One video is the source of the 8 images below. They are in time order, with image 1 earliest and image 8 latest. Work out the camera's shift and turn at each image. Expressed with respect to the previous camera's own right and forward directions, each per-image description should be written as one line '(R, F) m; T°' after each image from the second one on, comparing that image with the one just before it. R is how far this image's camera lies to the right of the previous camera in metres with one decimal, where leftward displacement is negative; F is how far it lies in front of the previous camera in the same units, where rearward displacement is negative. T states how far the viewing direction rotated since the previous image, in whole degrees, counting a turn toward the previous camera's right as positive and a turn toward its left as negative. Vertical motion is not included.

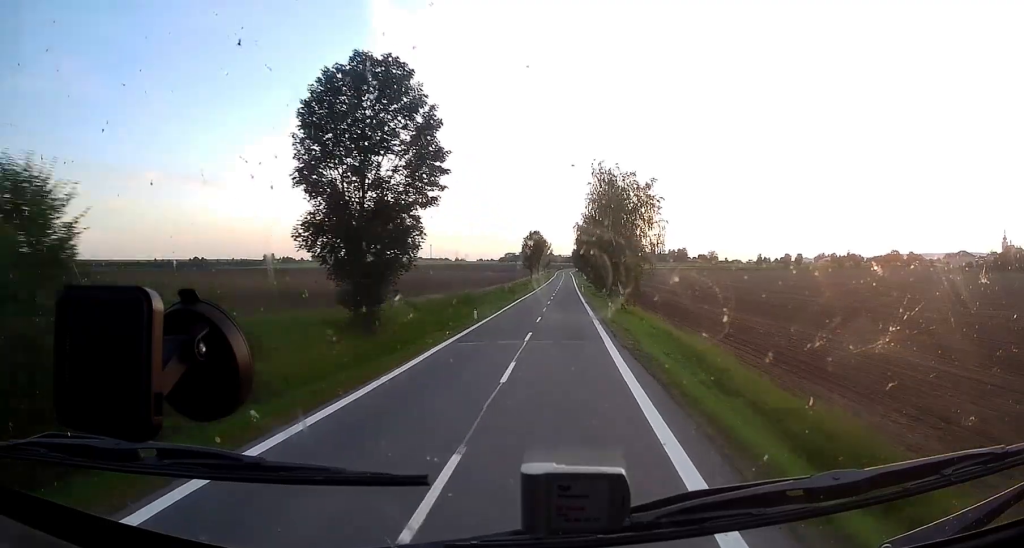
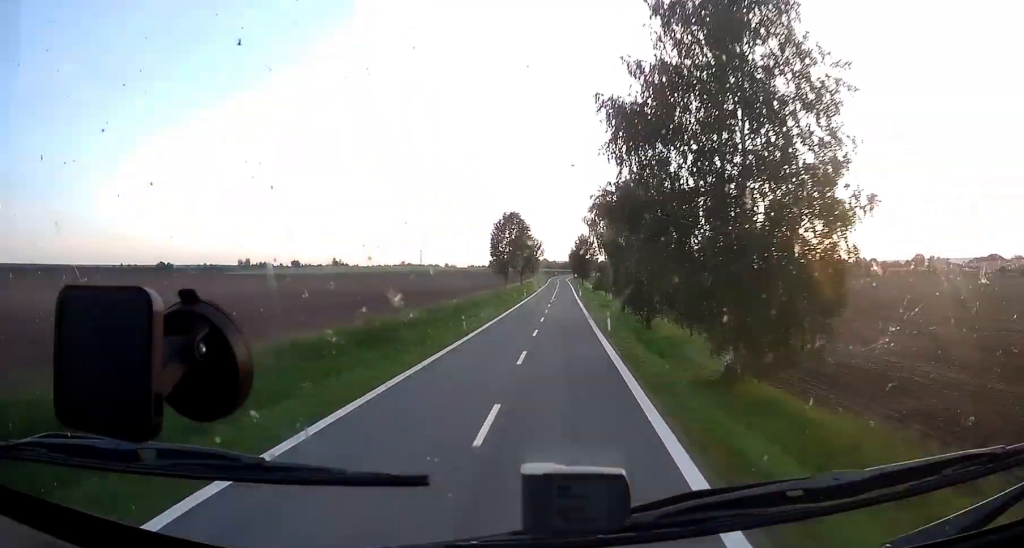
(-0.1, +51.0) m; -1°
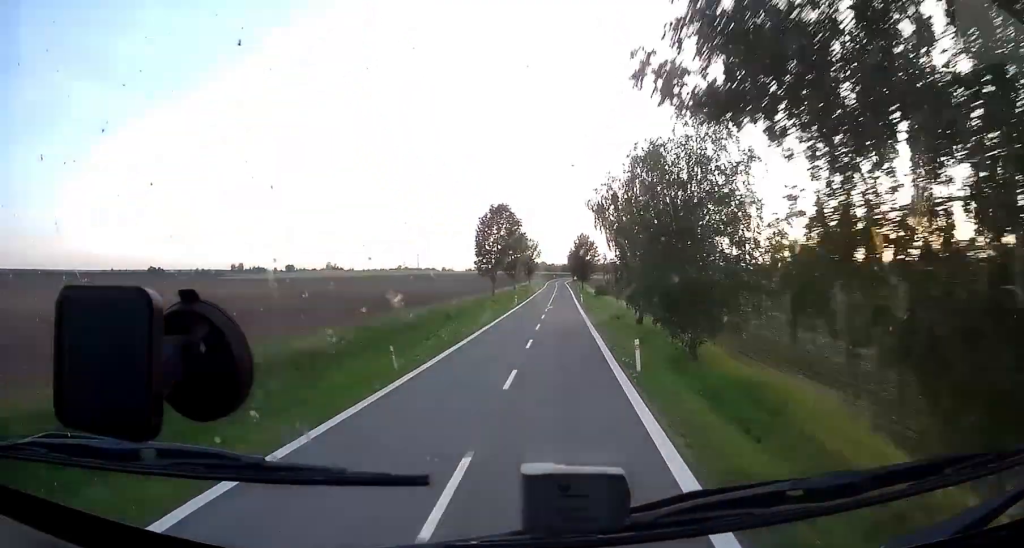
(+0.3, +12.5) m; 0°
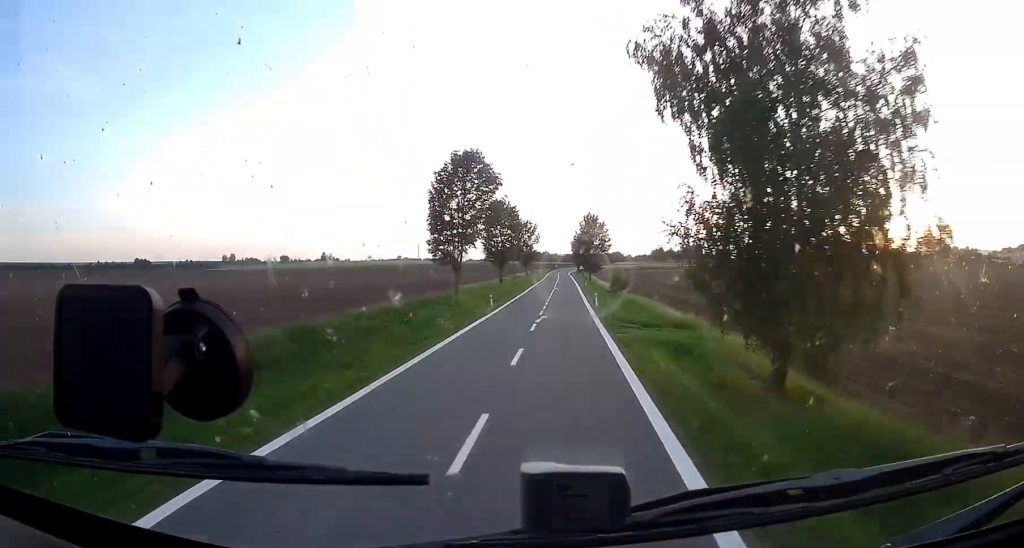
(-0.4, +25.7) m; -1°
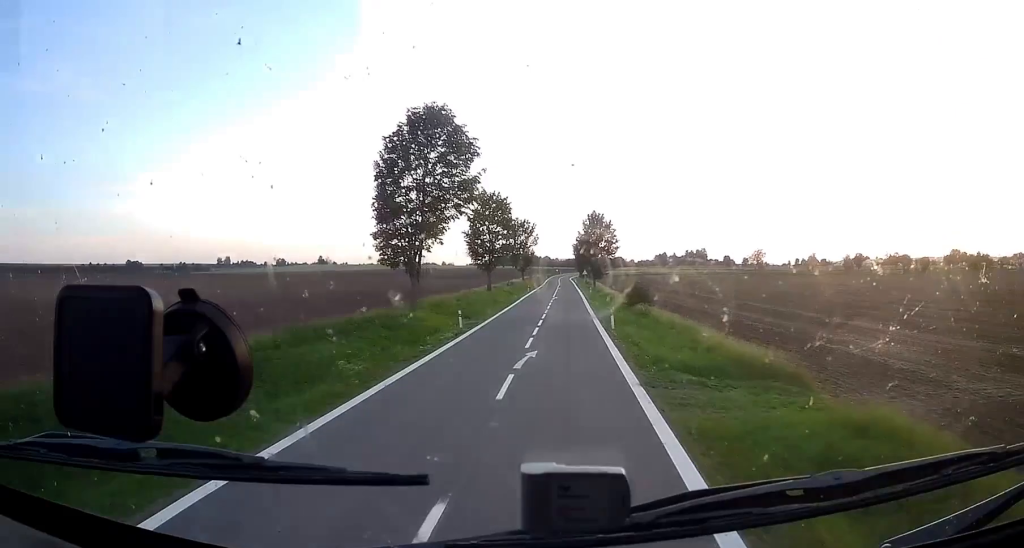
(0.0, +13.1) m; +1°
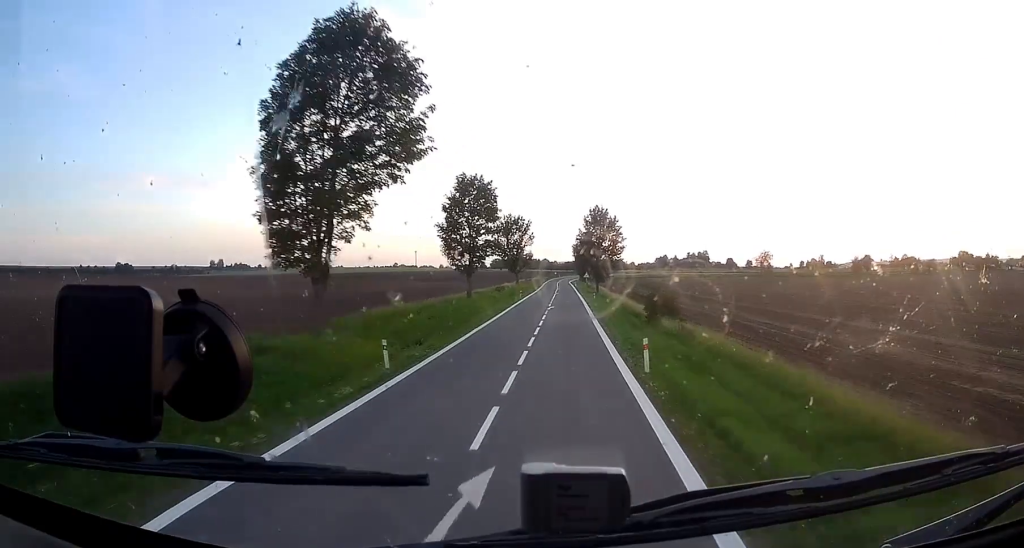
(0.0, +12.2) m; +1°
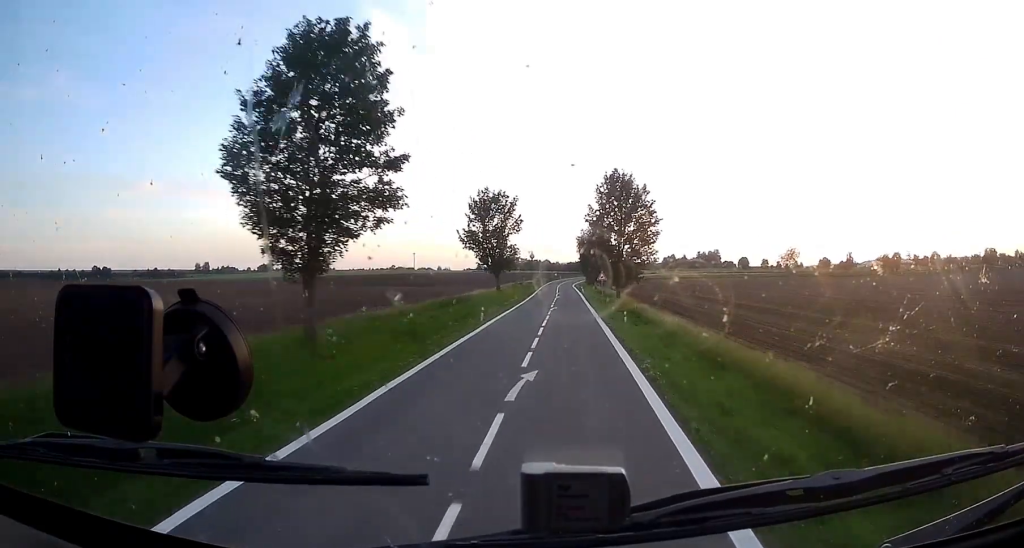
(+0.5, +31.8) m; +1°
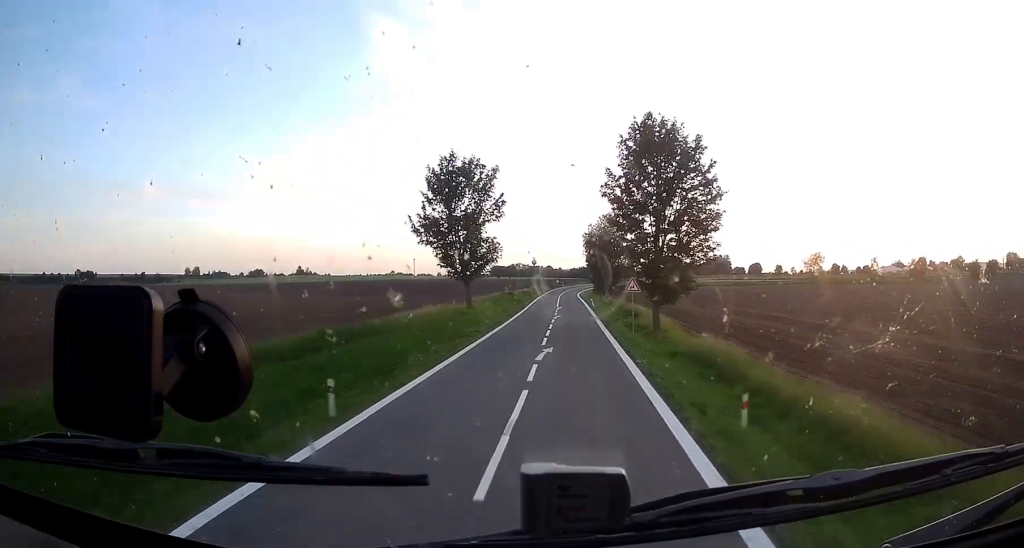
(-0.1, +22.8) m; -1°
